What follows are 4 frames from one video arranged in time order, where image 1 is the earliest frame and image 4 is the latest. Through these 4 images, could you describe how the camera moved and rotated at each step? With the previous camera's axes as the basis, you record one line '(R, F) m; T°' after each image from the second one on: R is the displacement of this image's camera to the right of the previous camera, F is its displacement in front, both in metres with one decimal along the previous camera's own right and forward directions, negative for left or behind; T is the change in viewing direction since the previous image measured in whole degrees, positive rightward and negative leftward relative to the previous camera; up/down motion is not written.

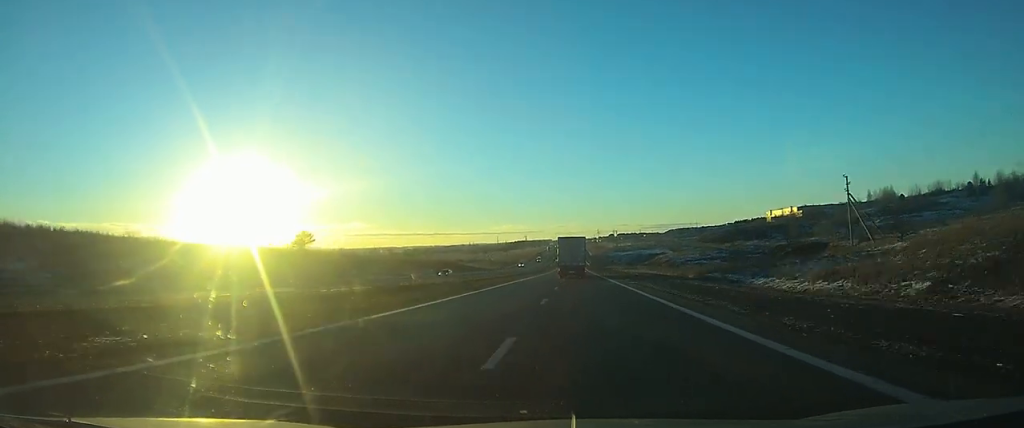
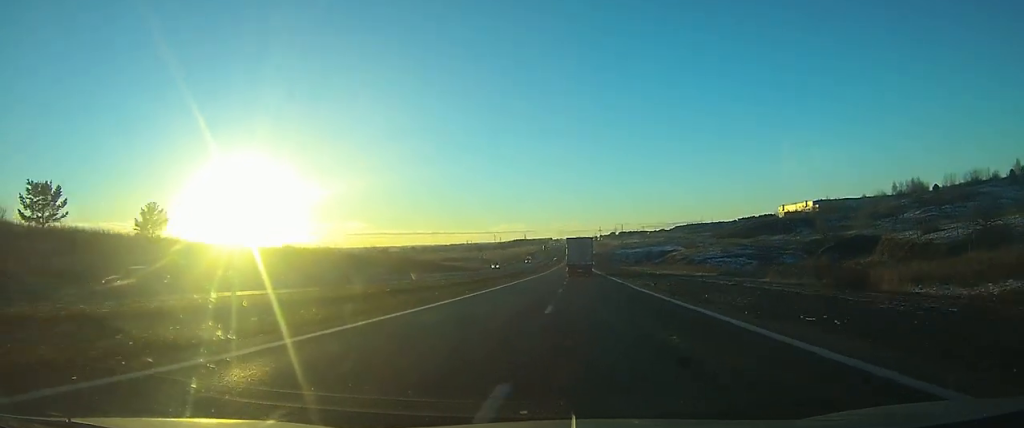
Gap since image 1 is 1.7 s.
(-0.1, +40.6) m; 0°
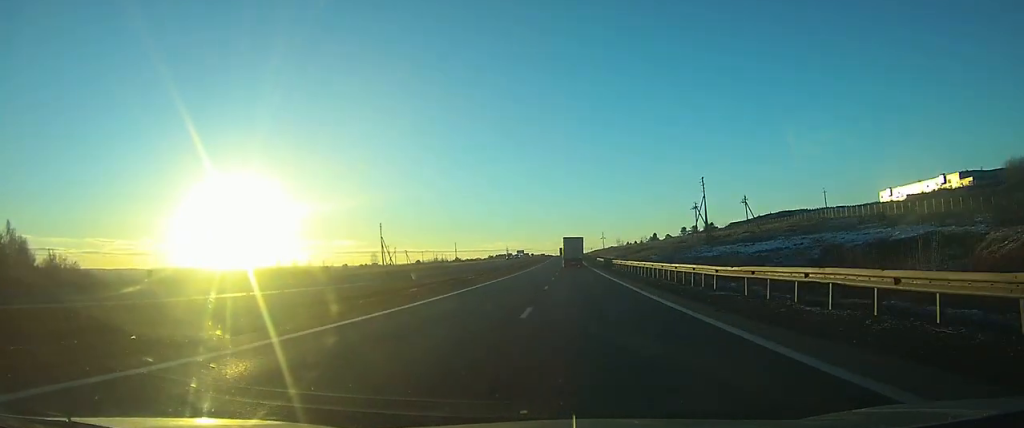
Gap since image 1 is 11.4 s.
(-0.4, +237.7) m; 0°
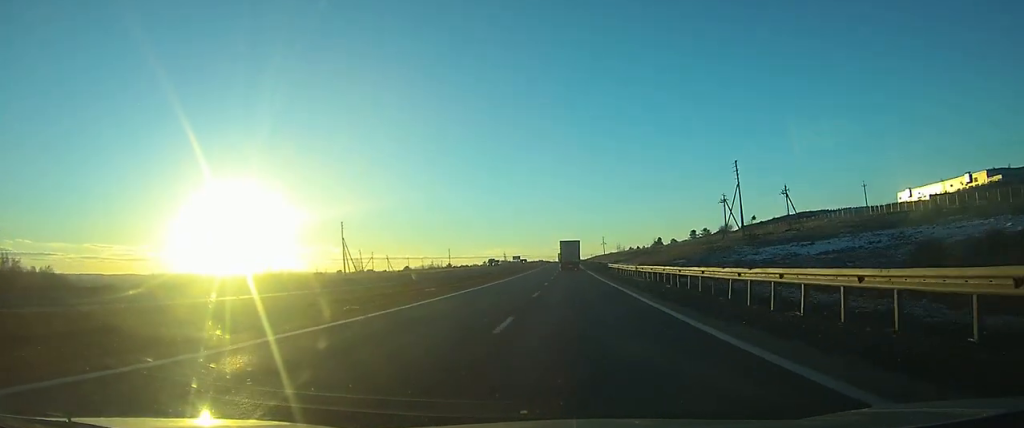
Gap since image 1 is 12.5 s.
(+0.2, +28.0) m; 0°
